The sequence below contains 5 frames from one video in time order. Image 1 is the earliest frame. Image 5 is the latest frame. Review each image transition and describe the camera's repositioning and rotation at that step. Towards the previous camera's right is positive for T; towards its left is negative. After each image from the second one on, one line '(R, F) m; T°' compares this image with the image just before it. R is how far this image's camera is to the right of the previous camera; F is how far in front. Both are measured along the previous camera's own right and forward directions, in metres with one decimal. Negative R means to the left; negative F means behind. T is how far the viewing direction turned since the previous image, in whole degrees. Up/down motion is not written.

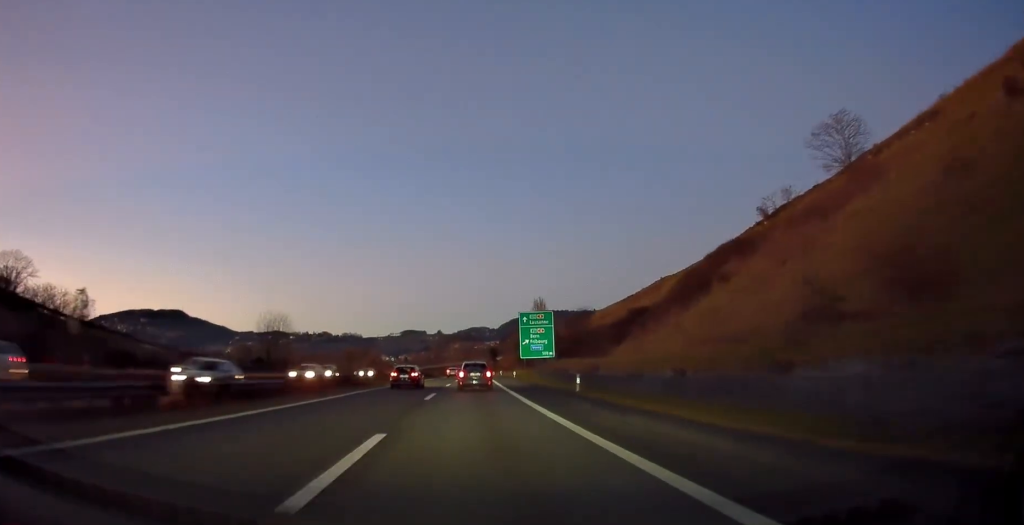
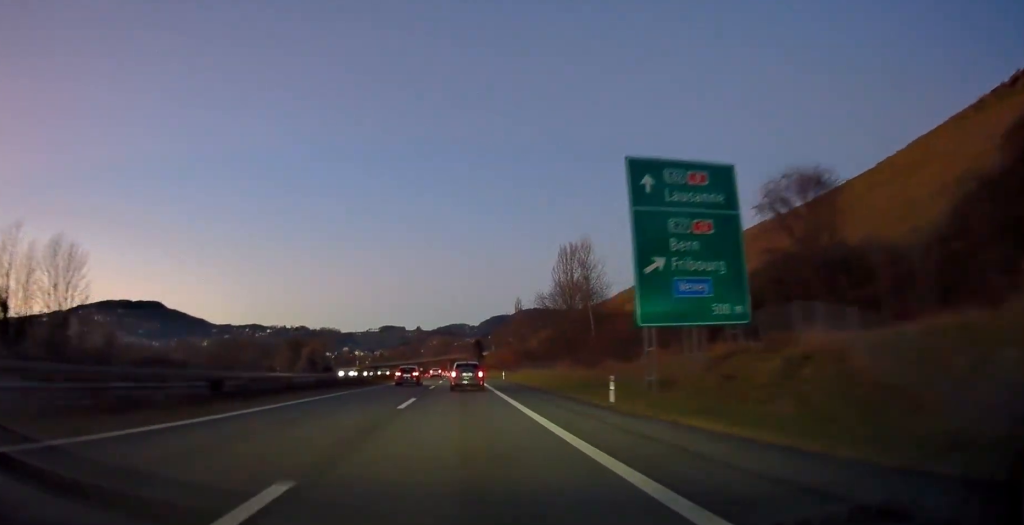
(+1.7, +59.9) m; +3°
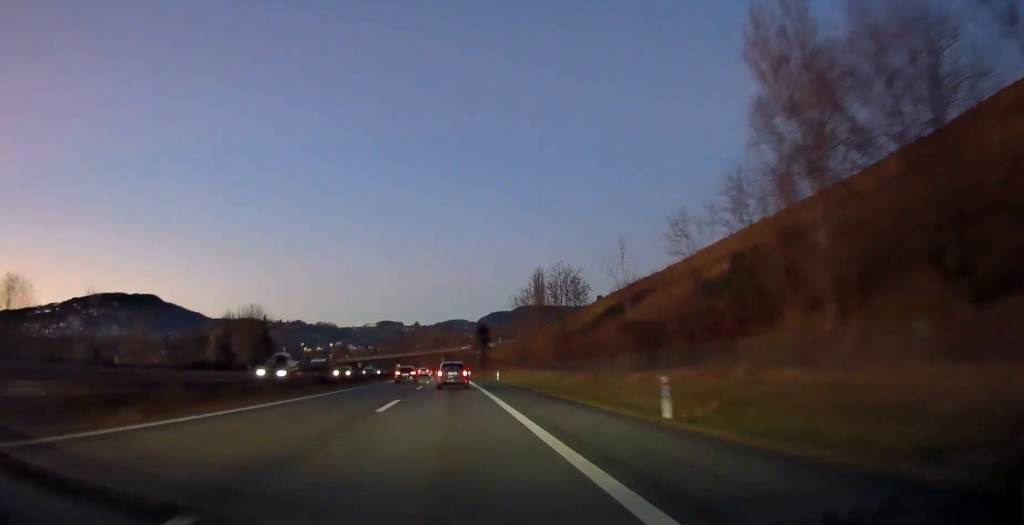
(+0.2, +57.1) m; 0°
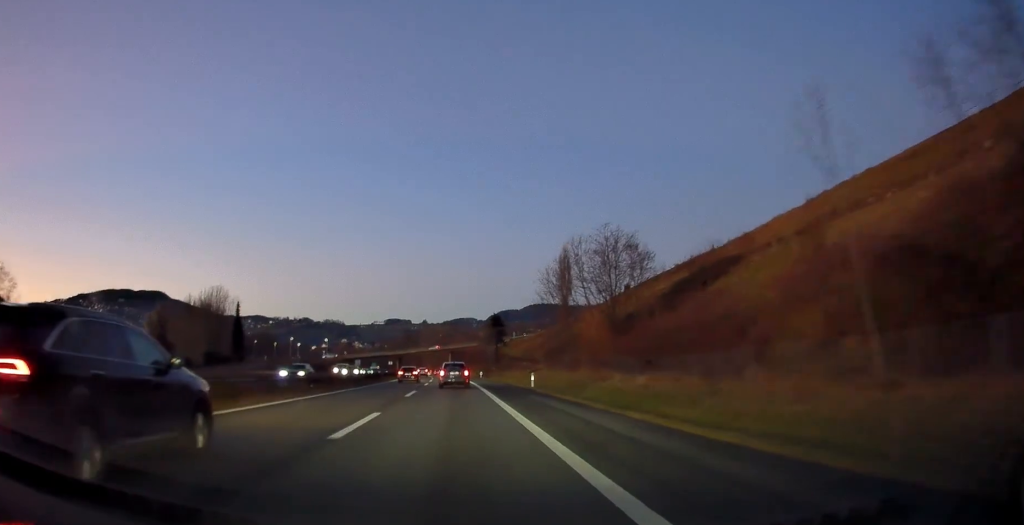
(+0.1, +25.0) m; 0°
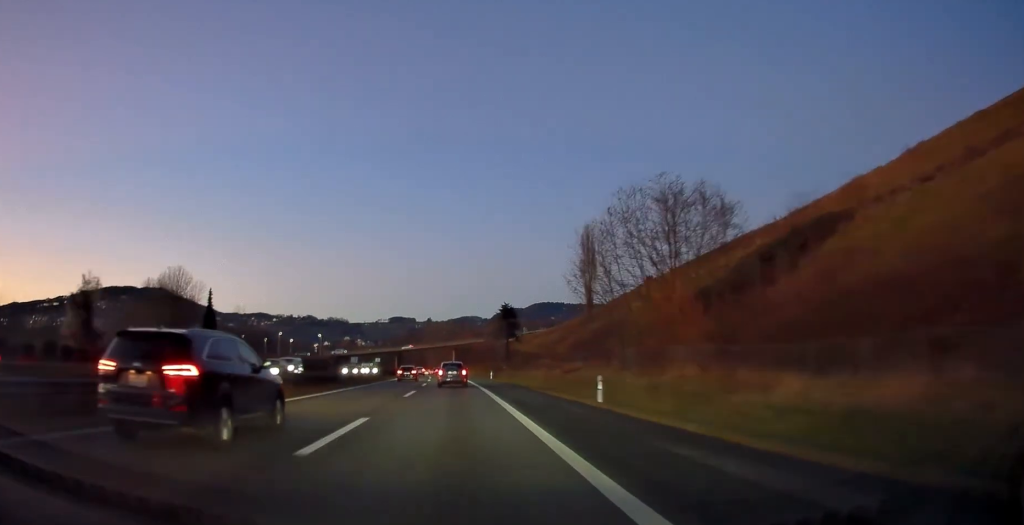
(0.0, +18.3) m; 0°
